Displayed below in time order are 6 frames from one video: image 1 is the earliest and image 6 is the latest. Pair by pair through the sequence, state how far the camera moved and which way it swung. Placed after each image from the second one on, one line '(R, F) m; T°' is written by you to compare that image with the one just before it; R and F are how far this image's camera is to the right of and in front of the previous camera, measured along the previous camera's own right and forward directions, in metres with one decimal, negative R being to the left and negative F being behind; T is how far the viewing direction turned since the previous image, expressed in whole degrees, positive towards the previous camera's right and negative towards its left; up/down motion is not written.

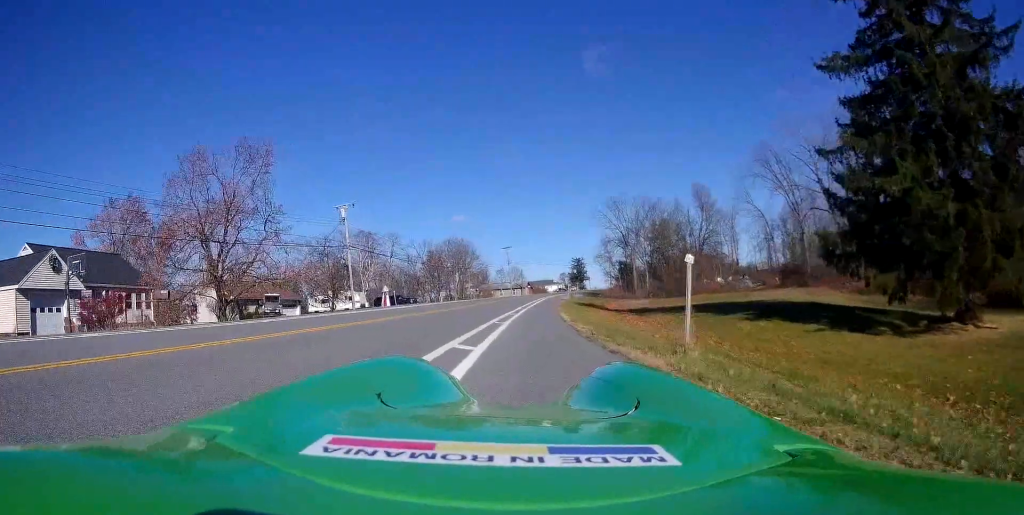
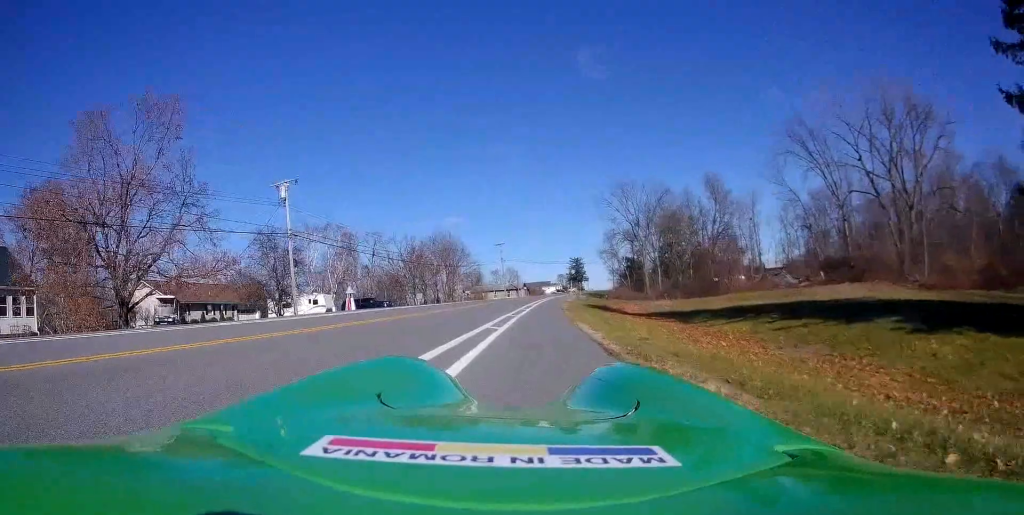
(+0.2, +11.7) m; +2°
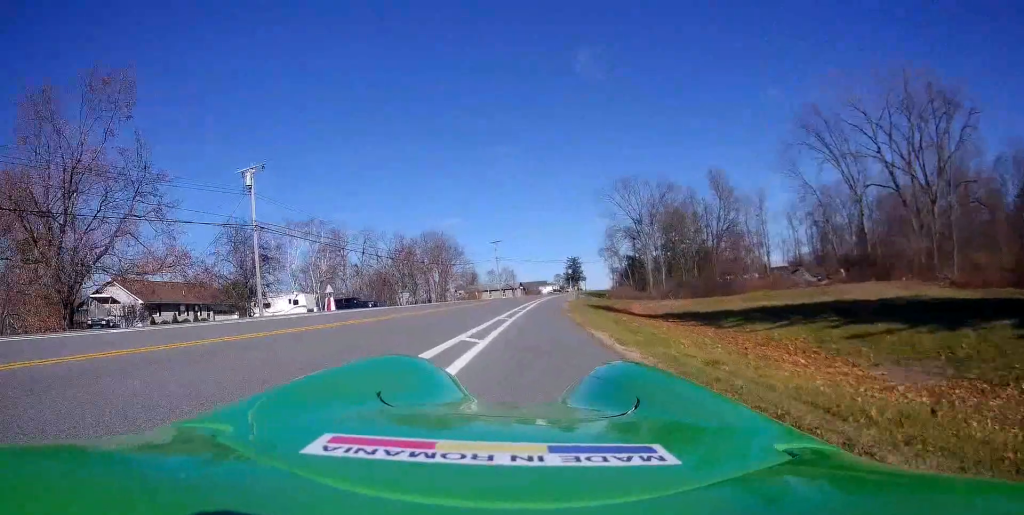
(0.0, +4.8) m; +1°
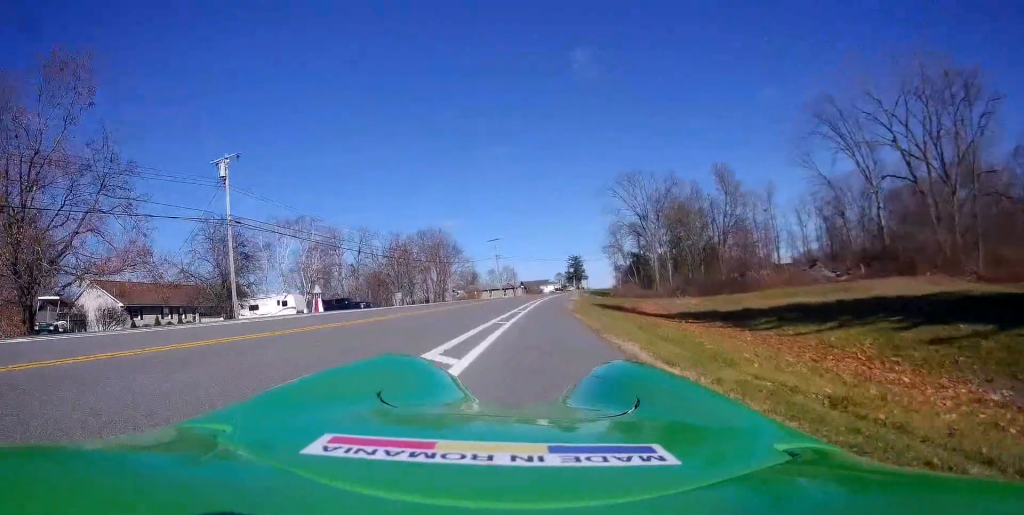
(+0.1, +3.4) m; 0°
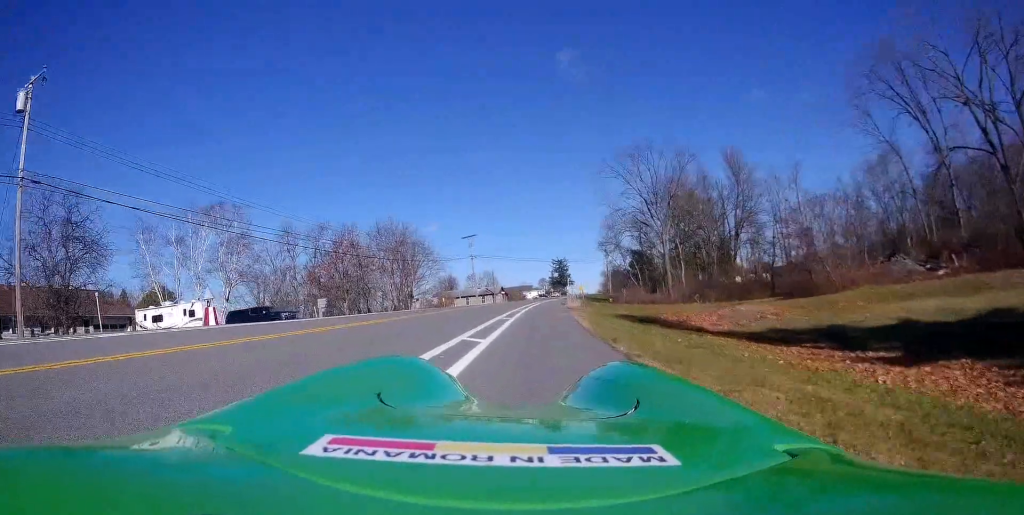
(+0.1, +14.8) m; 0°
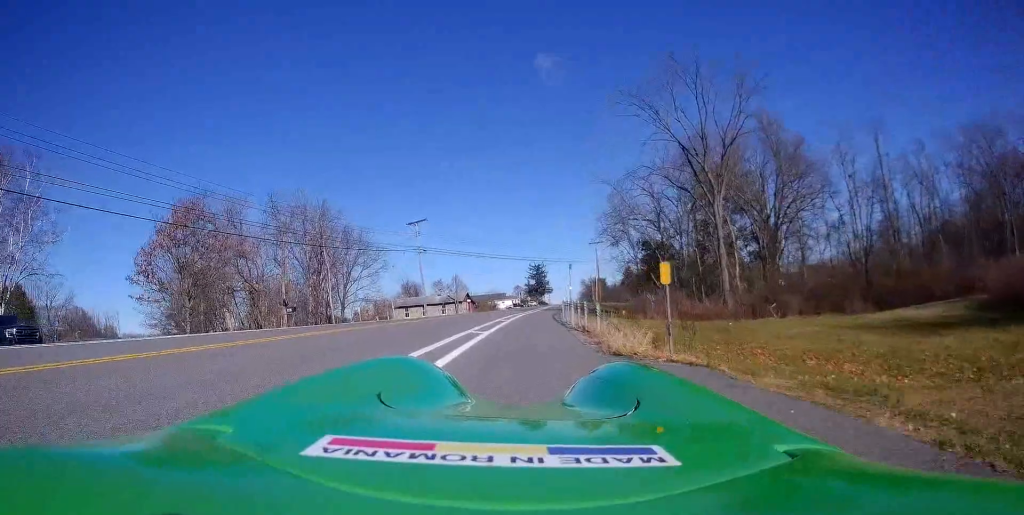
(+0.2, +23.1) m; +5°
